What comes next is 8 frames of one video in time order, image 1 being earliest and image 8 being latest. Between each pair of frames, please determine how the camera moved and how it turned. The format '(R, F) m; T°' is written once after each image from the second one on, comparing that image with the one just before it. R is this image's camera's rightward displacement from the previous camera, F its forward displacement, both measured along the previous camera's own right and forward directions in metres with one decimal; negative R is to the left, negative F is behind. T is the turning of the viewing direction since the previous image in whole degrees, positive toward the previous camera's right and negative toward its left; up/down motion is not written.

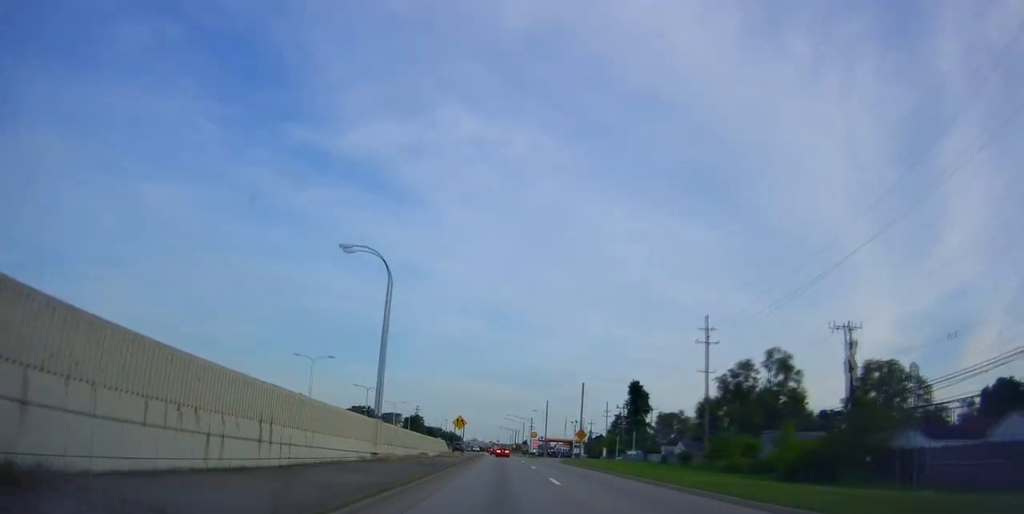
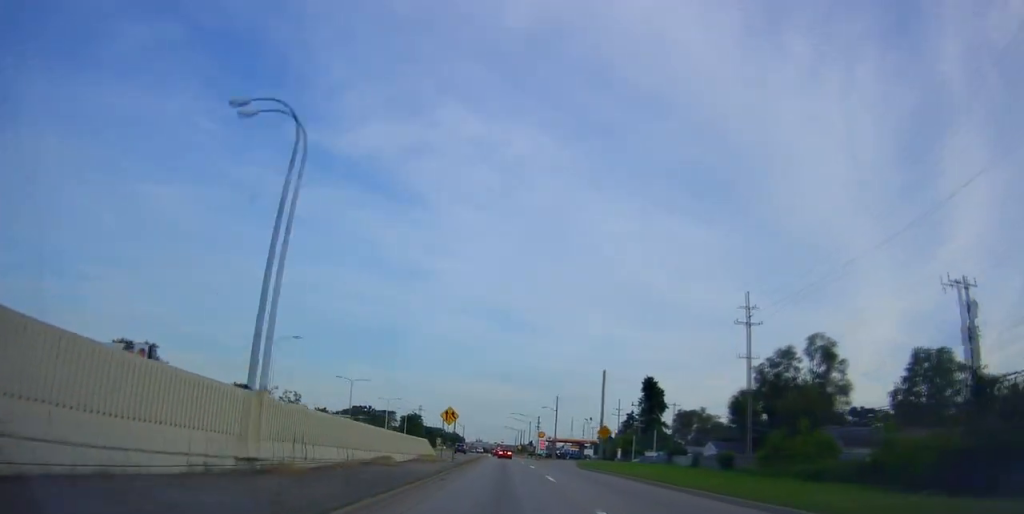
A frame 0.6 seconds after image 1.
(-0.3, +13.0) m; -1°
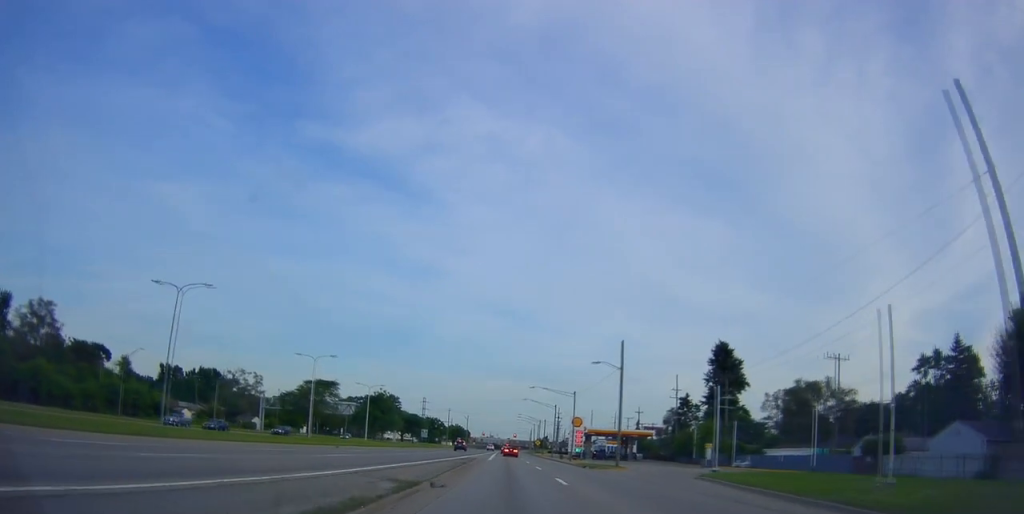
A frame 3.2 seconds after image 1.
(-0.3, +52.0) m; -2°
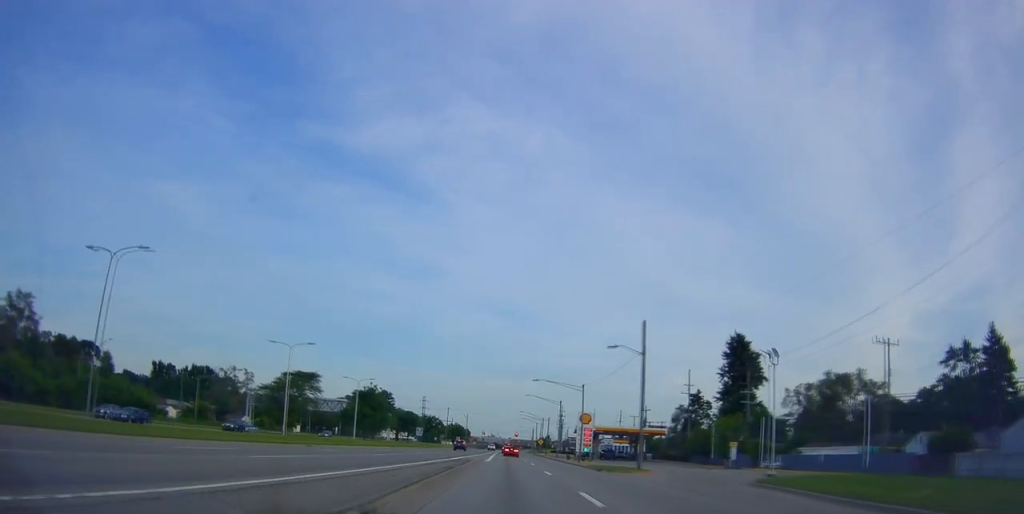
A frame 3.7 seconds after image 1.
(-0.4, +8.2) m; 0°
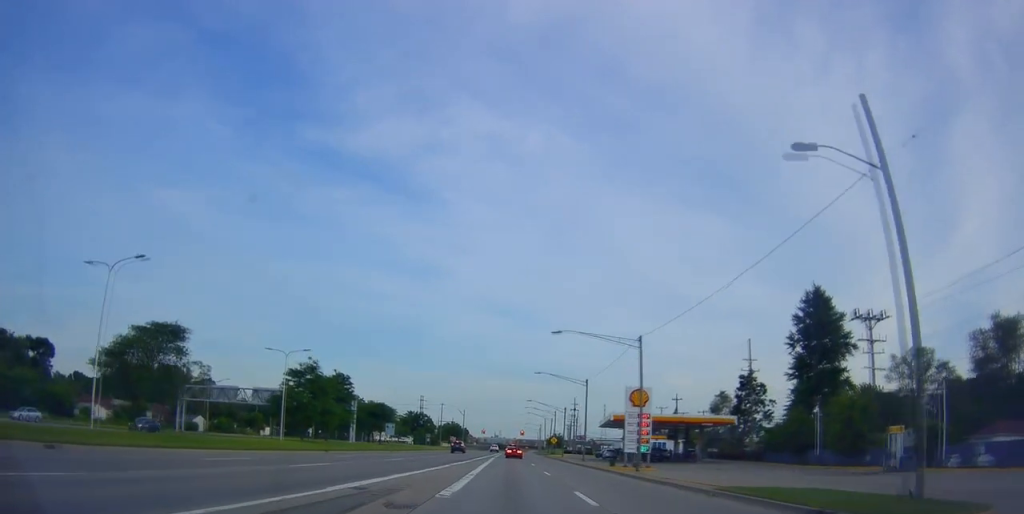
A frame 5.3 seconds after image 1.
(+0.7, +30.4) m; 0°
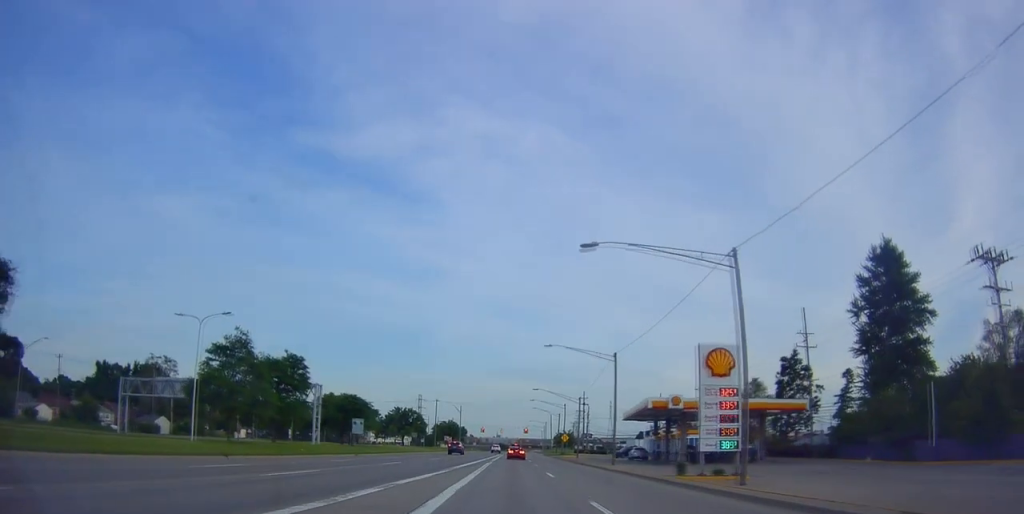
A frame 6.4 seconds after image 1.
(+0.1, +18.4) m; 0°
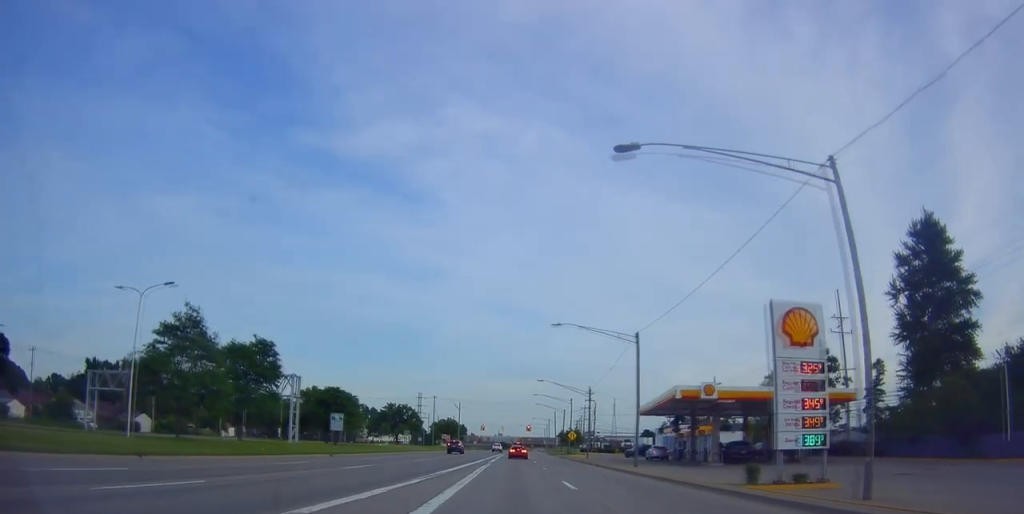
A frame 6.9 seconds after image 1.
(0.0, +8.6) m; 0°
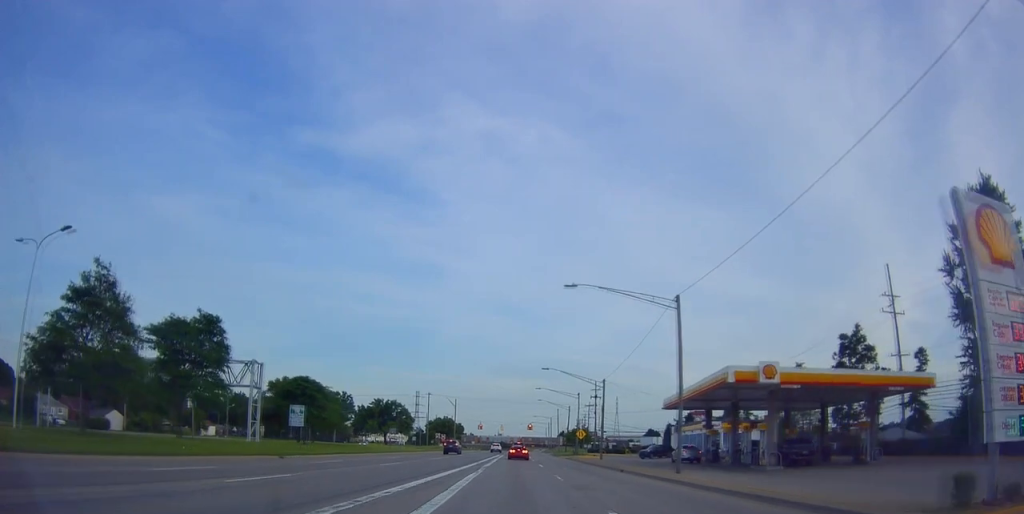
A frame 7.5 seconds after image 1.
(0.0, +11.2) m; -1°
